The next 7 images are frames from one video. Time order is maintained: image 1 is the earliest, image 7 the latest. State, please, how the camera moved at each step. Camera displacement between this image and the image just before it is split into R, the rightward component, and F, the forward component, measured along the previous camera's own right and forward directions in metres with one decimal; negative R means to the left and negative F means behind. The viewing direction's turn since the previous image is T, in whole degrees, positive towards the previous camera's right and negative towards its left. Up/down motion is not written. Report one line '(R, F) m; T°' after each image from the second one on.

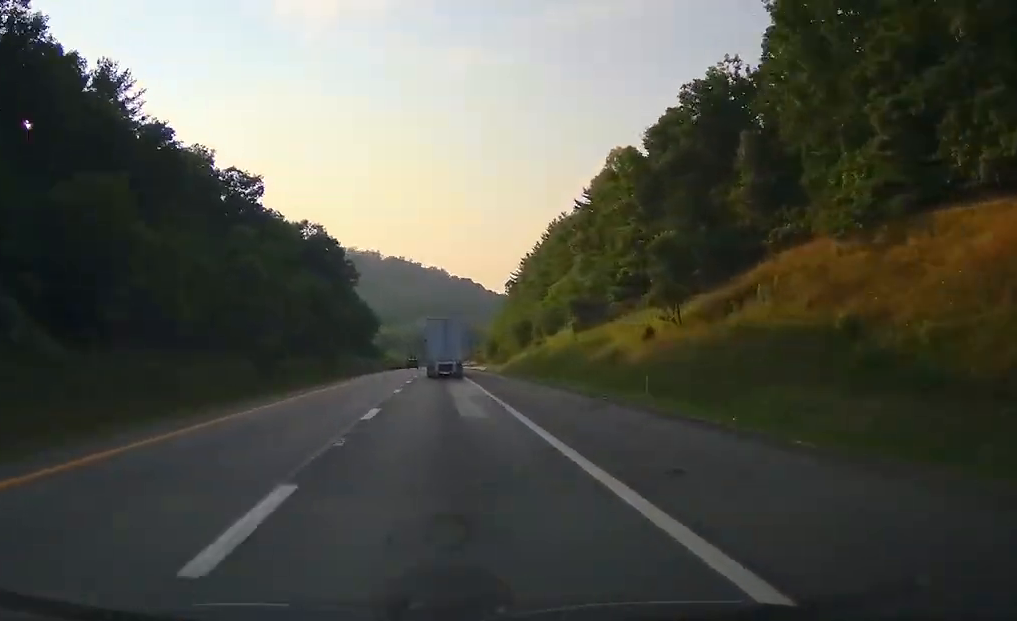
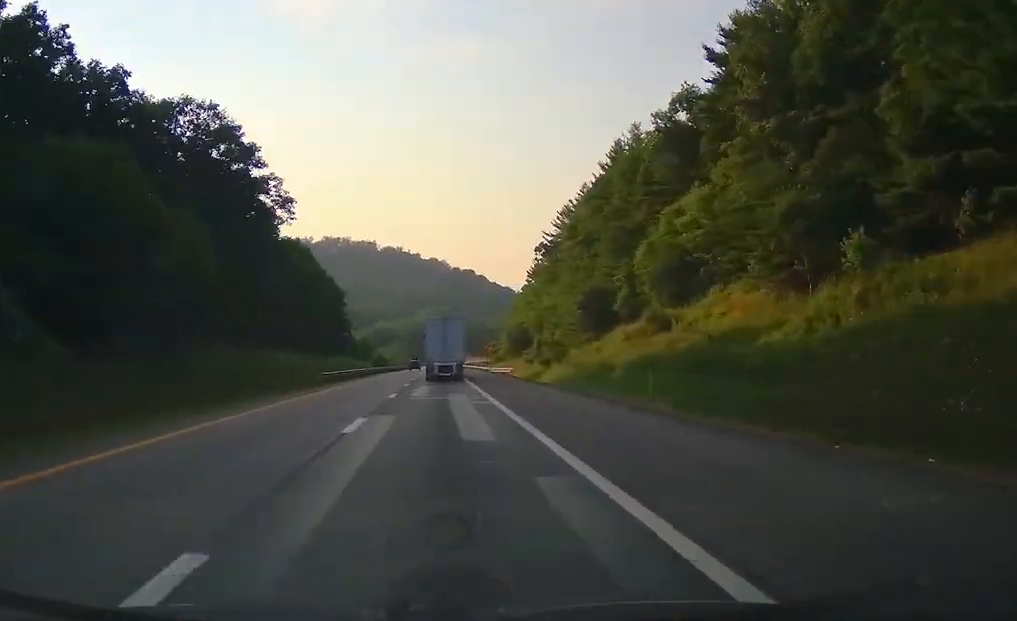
(-0.1, +68.3) m; 0°
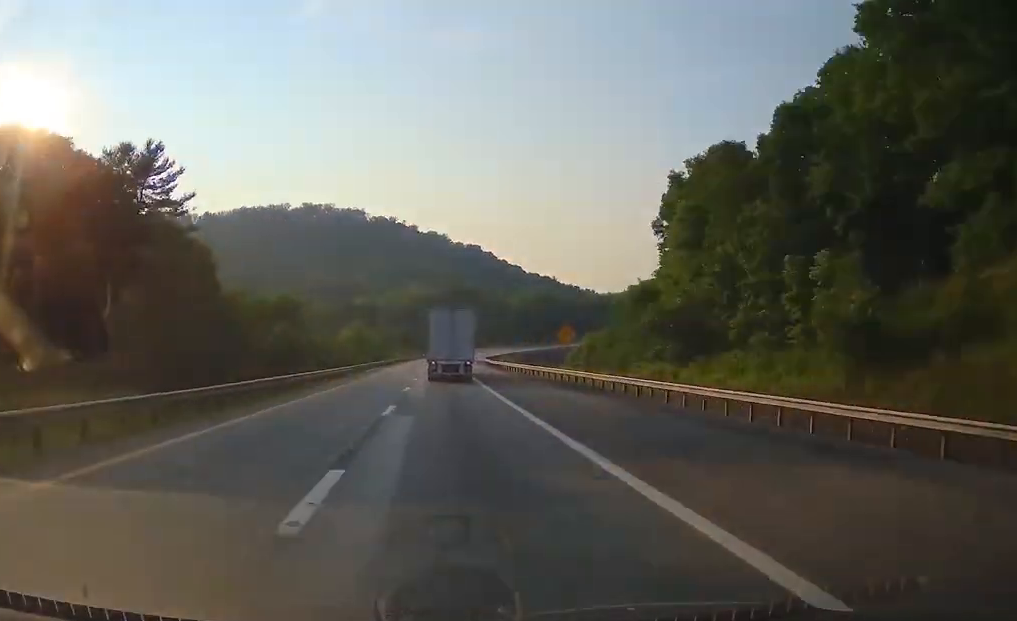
(+0.8, +146.3) m; +3°
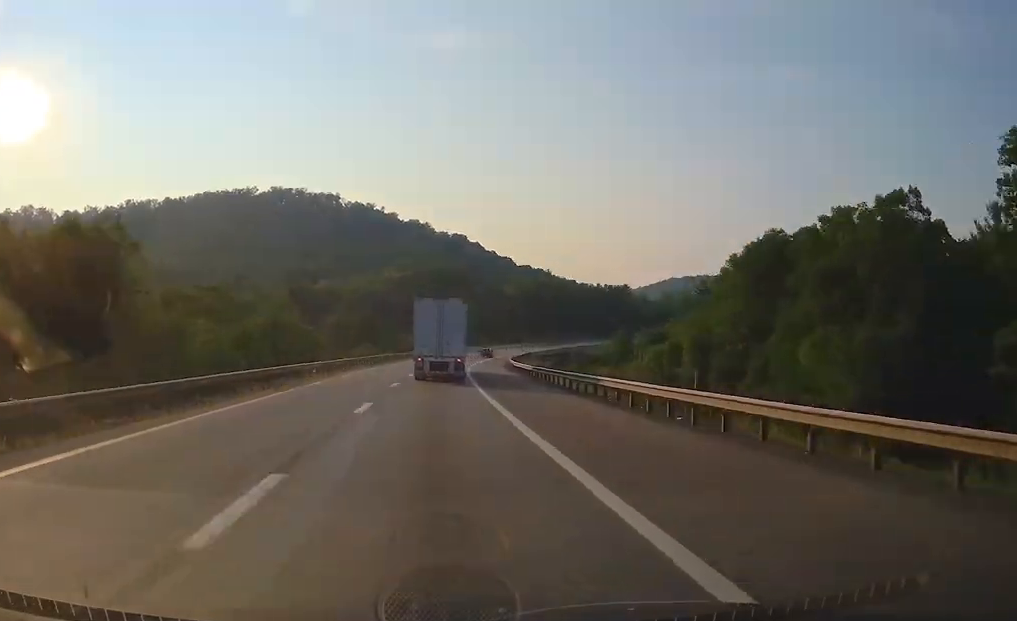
(-2.0, +73.4) m; +4°
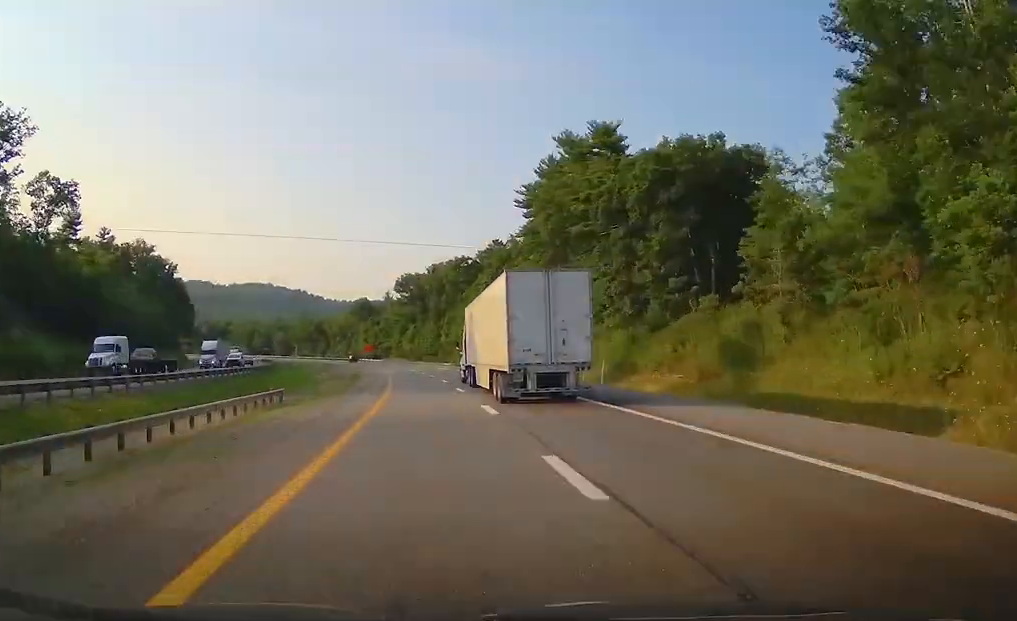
(+191.8, +408.3) m; +31°
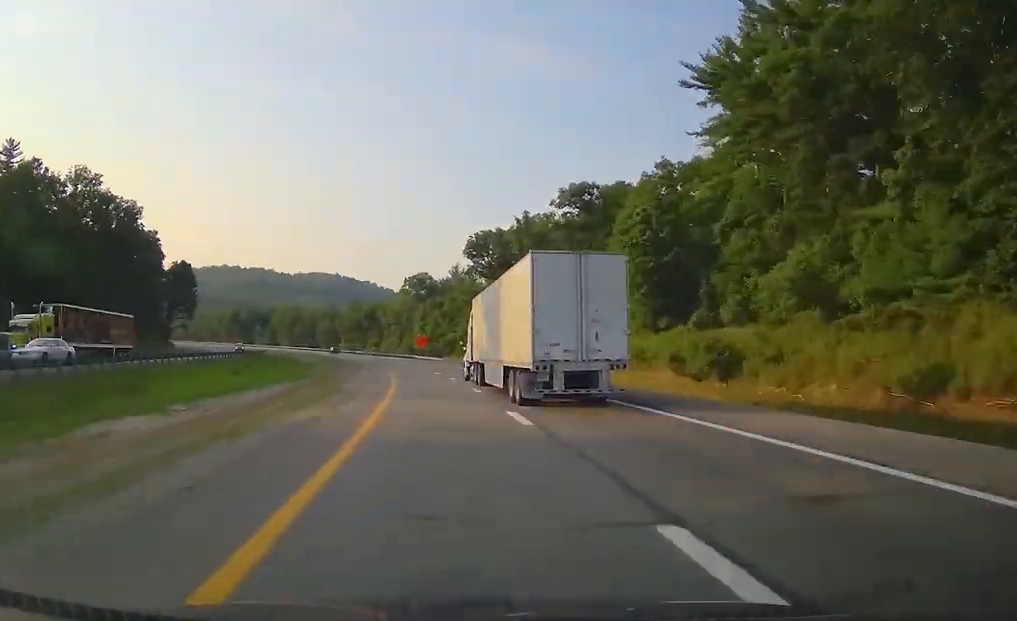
(-2.9, +65.5) m; -6°
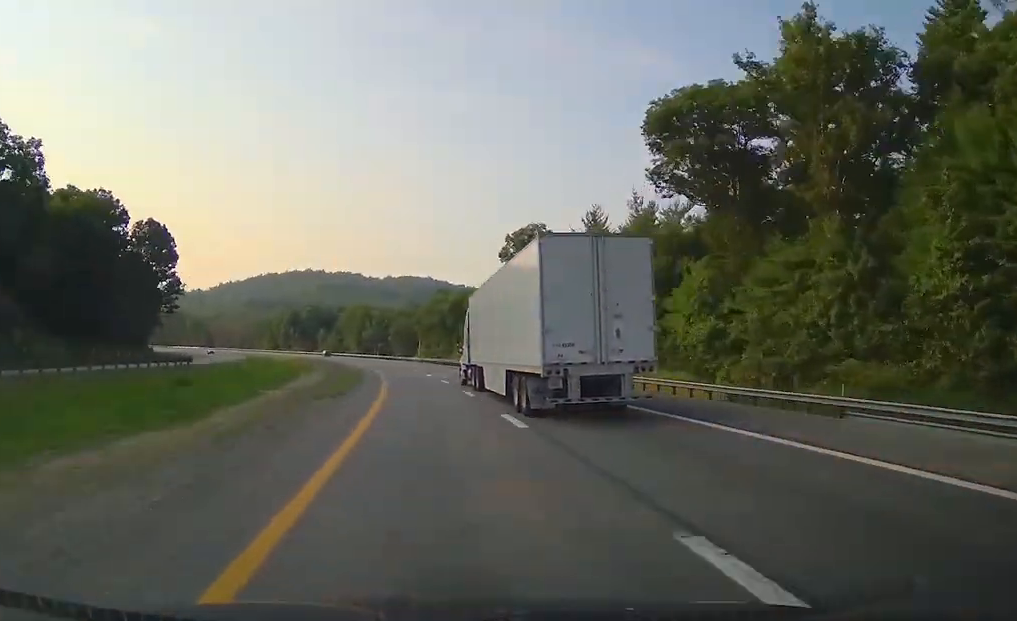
(-1.5, +73.6) m; -8°
